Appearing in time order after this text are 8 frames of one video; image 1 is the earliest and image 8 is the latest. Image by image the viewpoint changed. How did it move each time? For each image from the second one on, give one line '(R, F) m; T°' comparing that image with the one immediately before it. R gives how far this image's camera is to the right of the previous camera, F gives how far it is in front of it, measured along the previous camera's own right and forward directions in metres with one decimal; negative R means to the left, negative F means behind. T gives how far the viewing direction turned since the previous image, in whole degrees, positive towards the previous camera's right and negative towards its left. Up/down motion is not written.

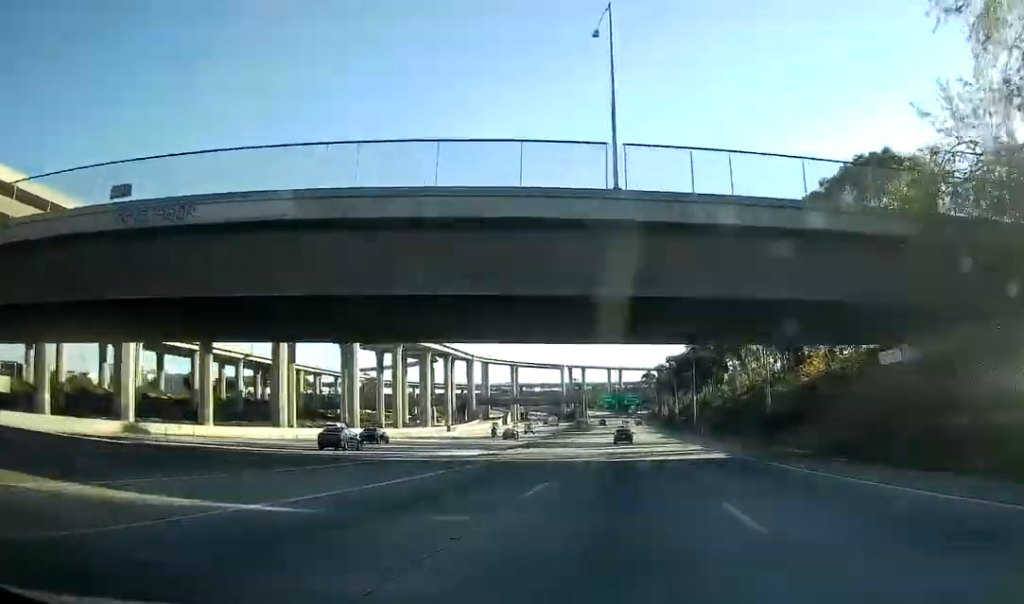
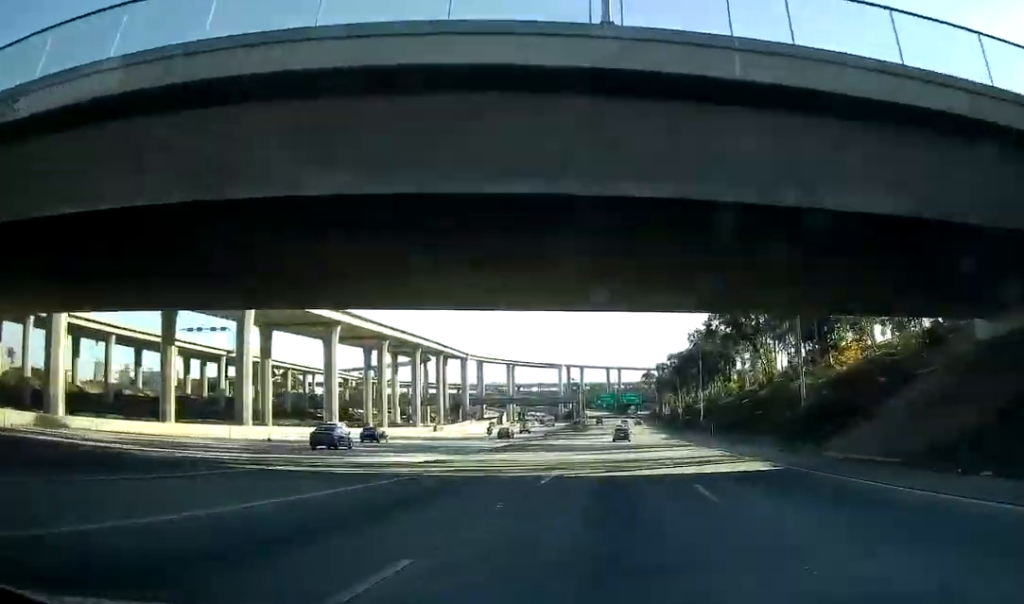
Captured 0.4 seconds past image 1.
(0.0, +12.4) m; 0°
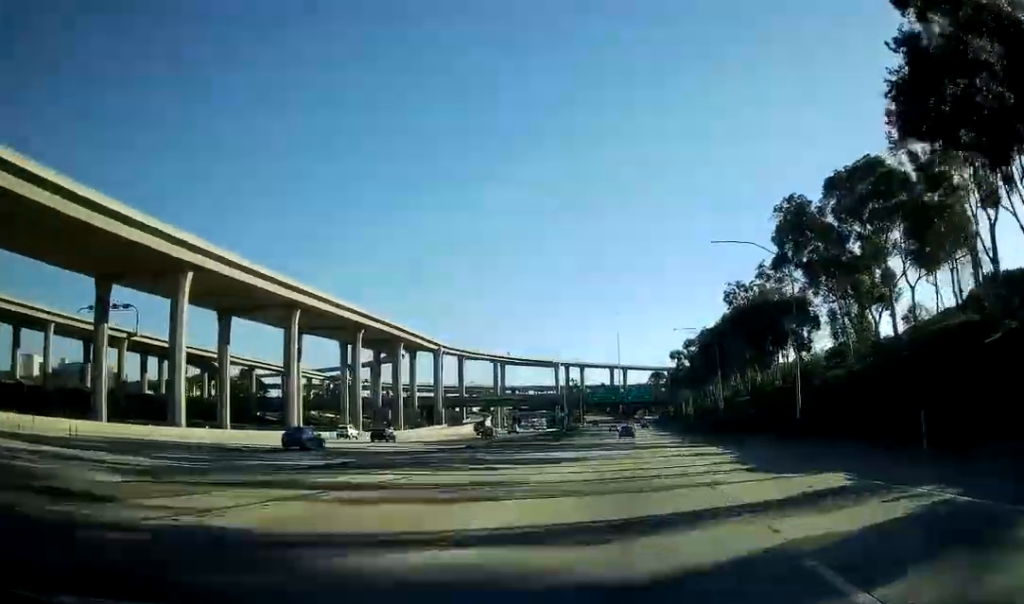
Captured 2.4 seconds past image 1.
(-0.4, +57.0) m; -1°
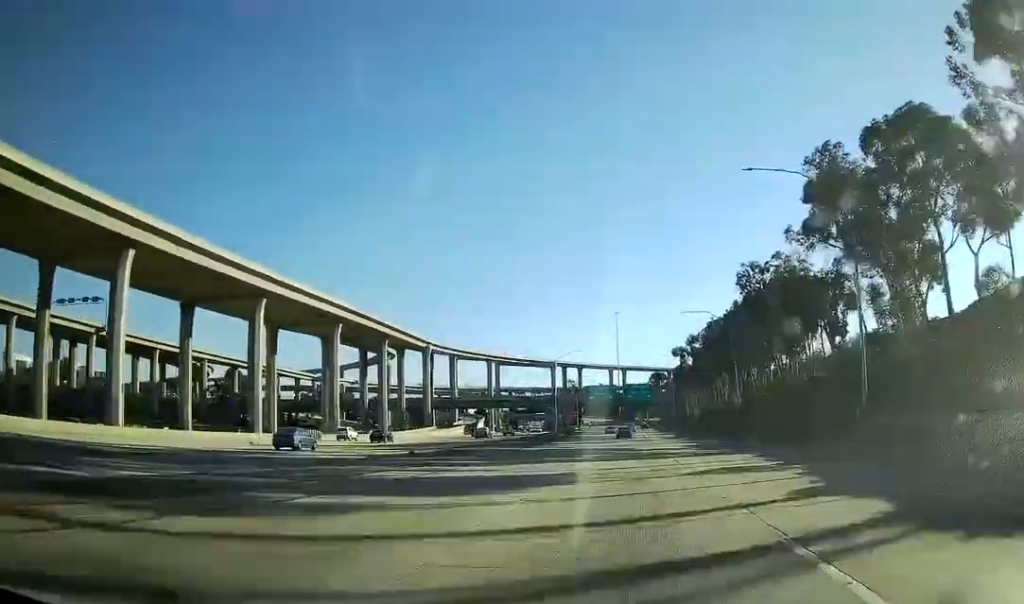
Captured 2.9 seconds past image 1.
(0.0, +13.6) m; 0°
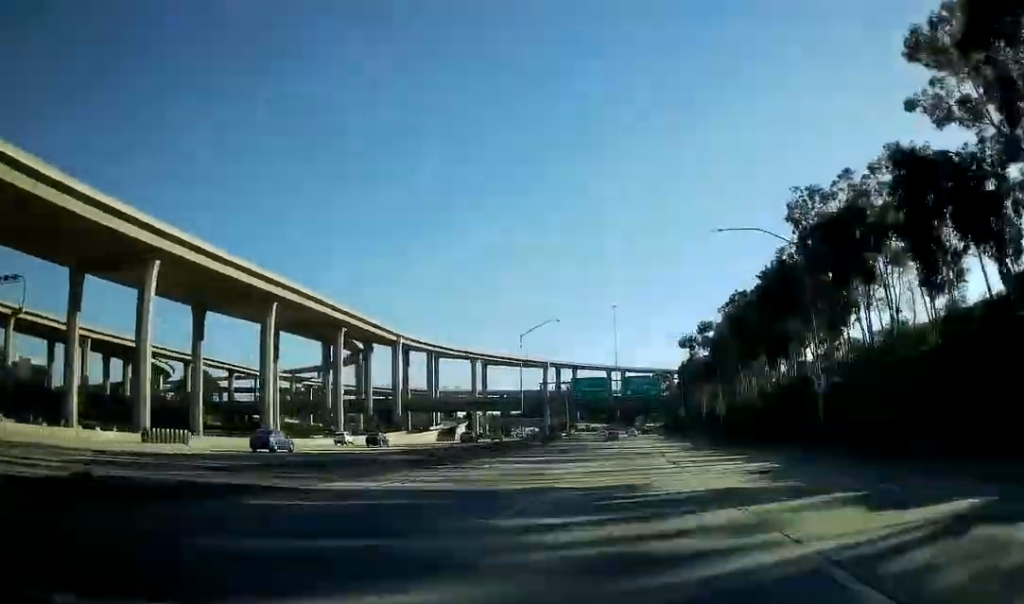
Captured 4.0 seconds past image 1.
(0.0, +33.2) m; 0°
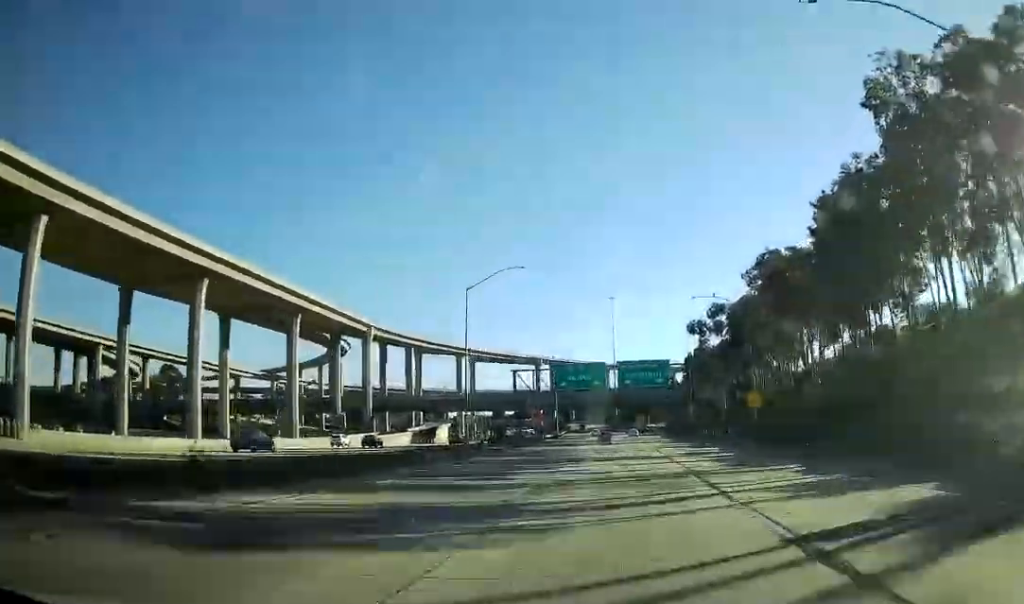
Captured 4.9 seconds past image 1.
(0.0, +25.3) m; 0°
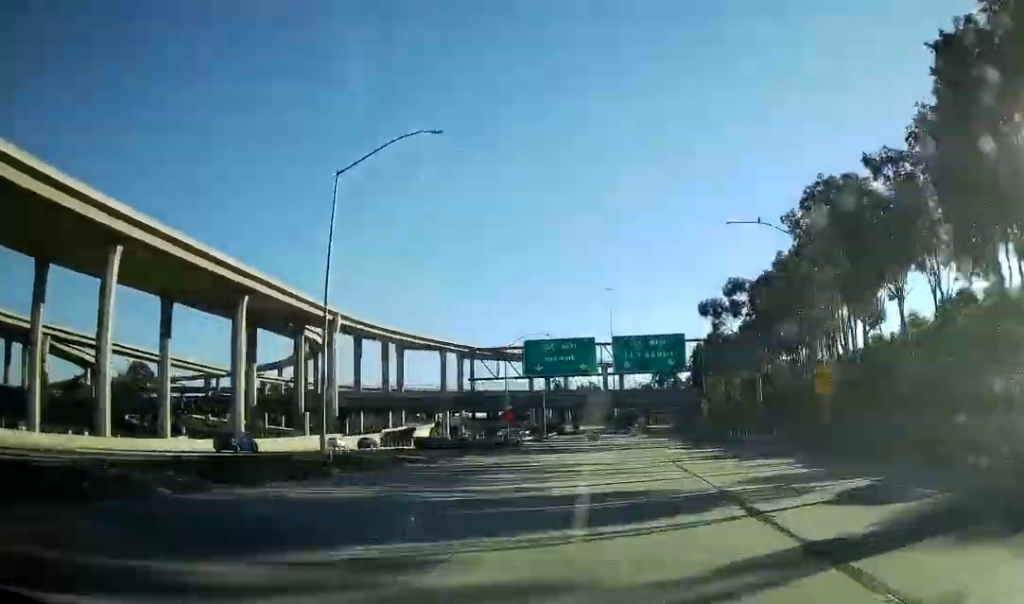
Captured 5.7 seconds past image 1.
(0.0, +24.3) m; 0°
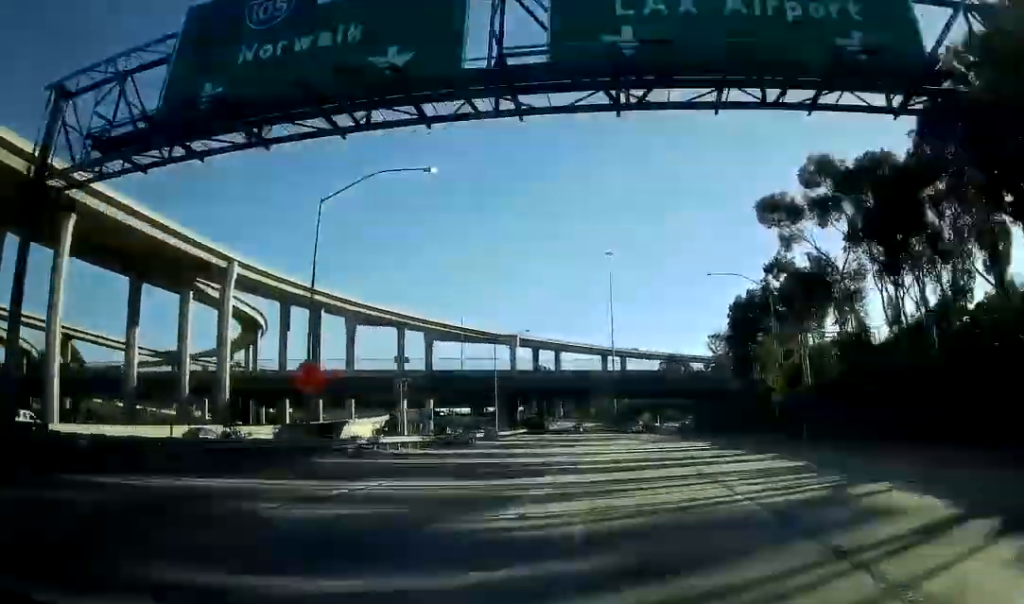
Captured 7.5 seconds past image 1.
(0.0, +51.8) m; 0°
